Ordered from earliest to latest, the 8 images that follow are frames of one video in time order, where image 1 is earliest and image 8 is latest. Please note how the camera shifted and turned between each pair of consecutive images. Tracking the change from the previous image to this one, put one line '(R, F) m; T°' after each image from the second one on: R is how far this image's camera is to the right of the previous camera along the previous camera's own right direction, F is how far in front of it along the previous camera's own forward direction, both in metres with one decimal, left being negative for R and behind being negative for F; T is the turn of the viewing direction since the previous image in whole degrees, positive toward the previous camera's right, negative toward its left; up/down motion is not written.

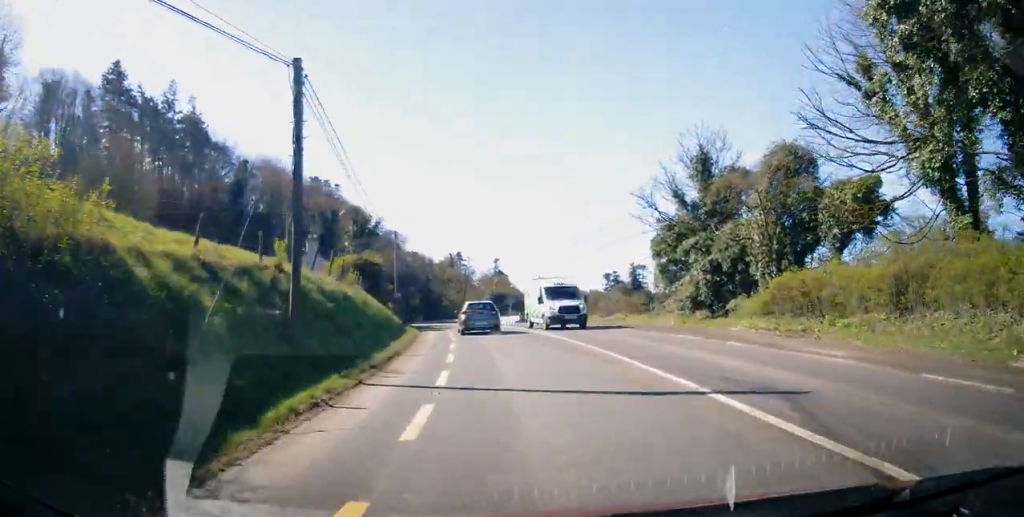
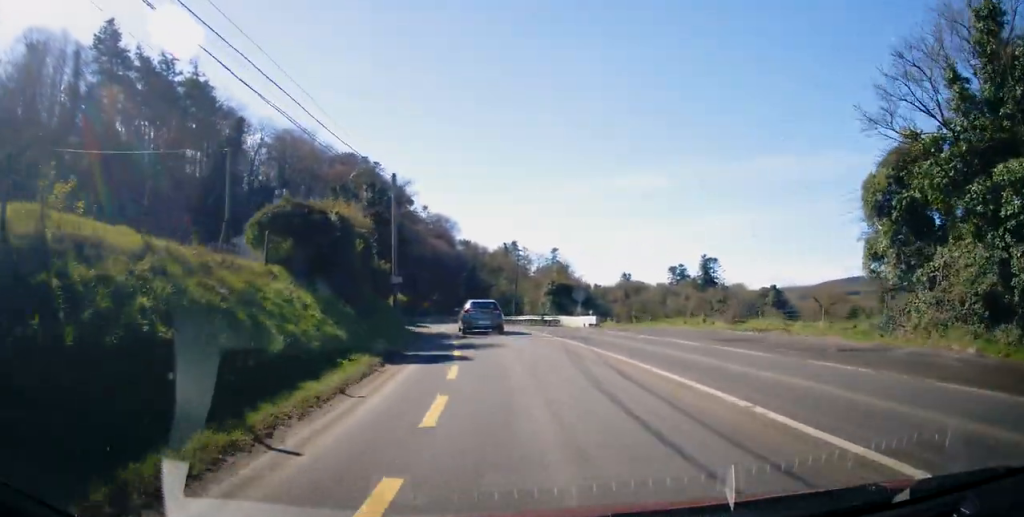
(0.0, +19.3) m; 0°
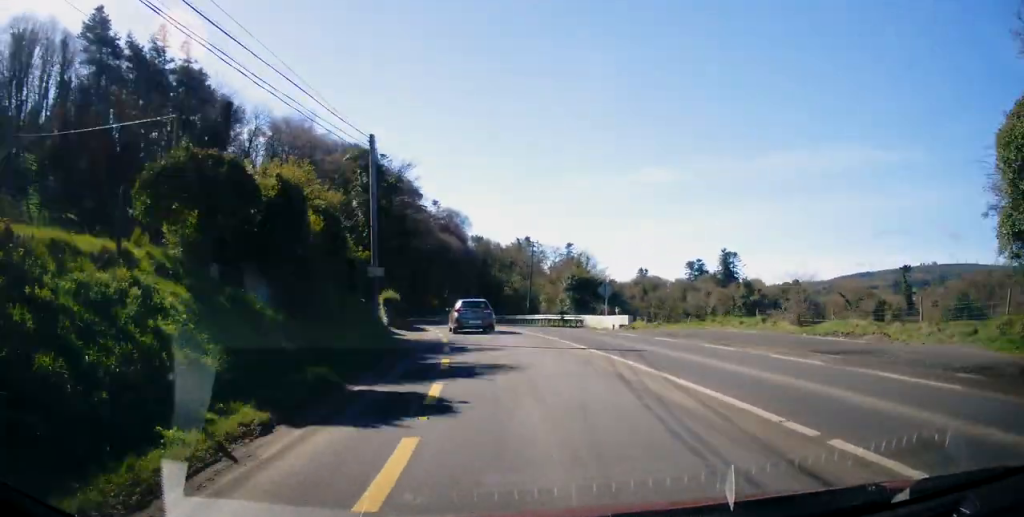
(0.0, +6.5) m; 0°
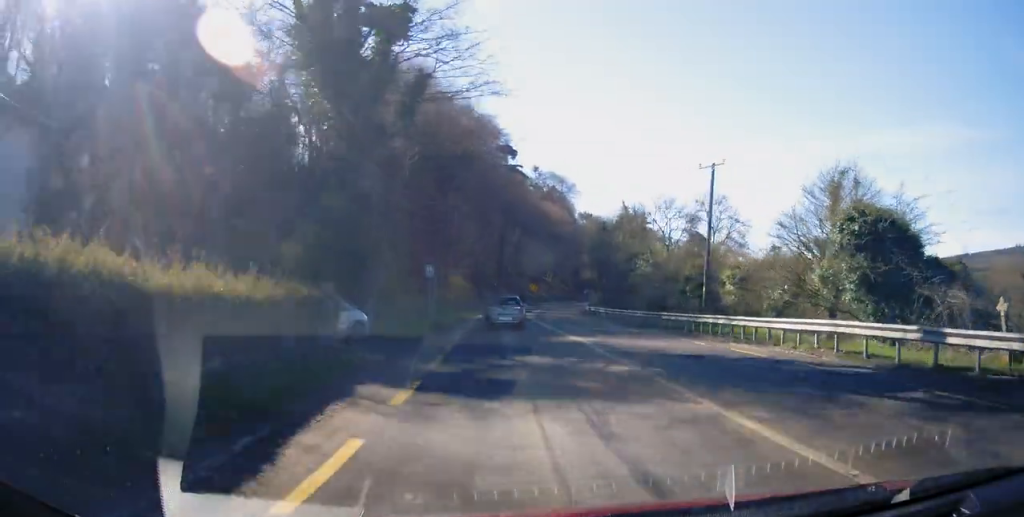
(0.0, +32.1) m; -3°
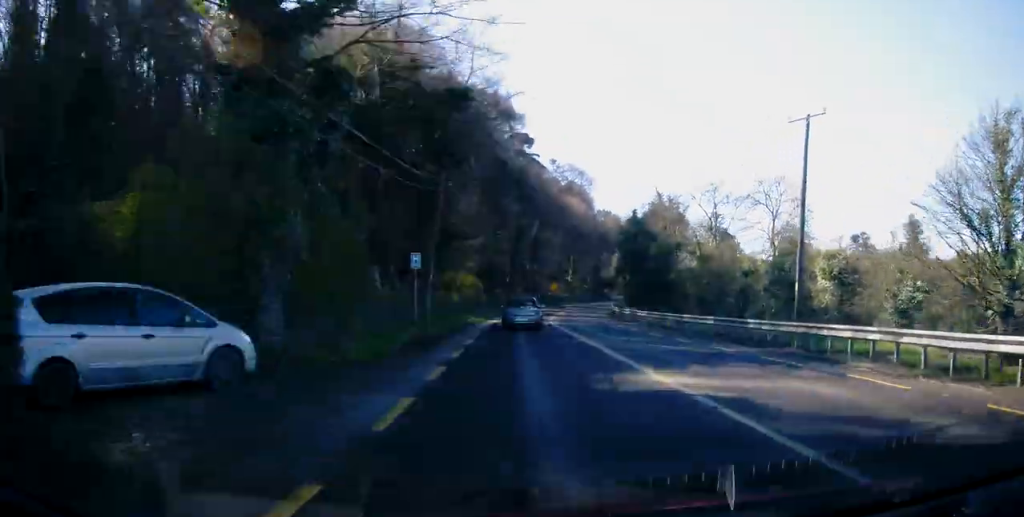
(0.0, +9.6) m; -4°
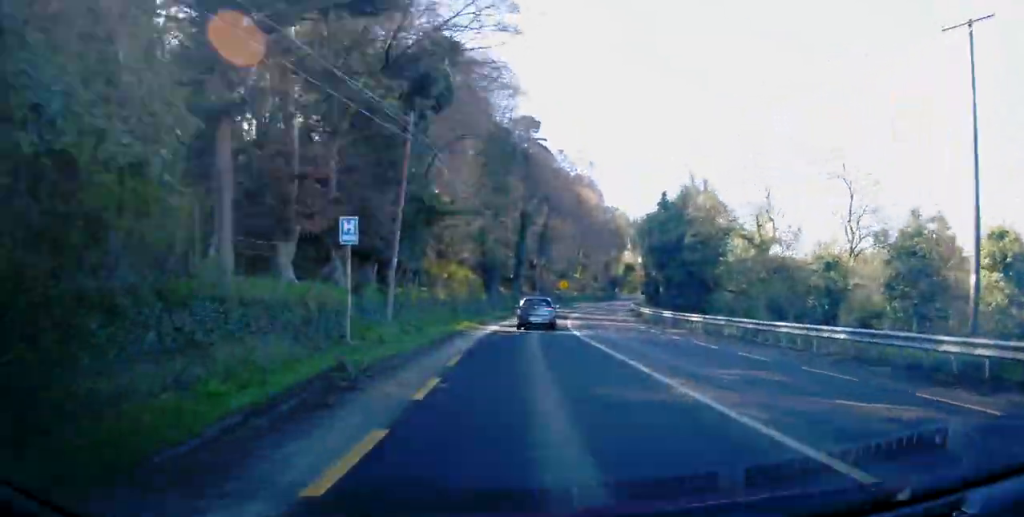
(-0.7, +10.1) m; -5°
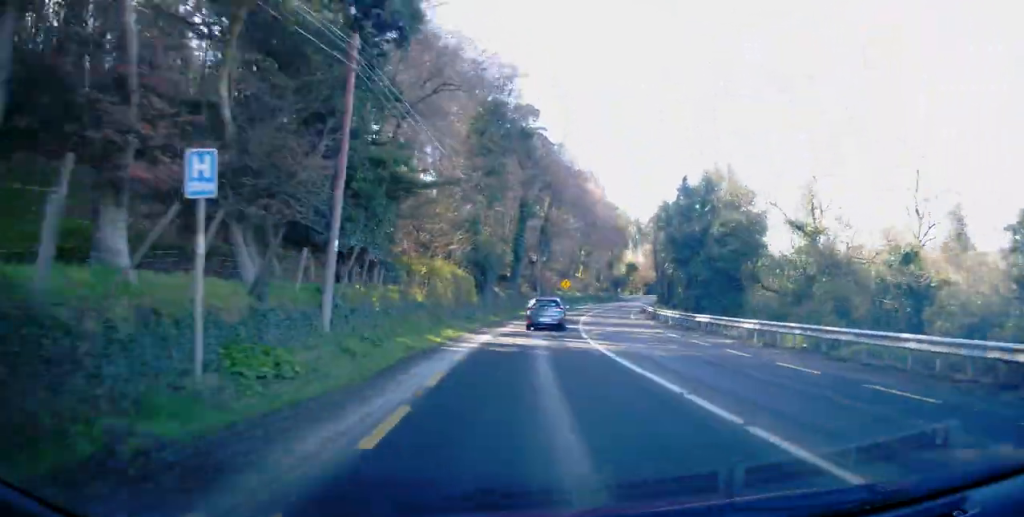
(-0.2, +6.6) m; 0°
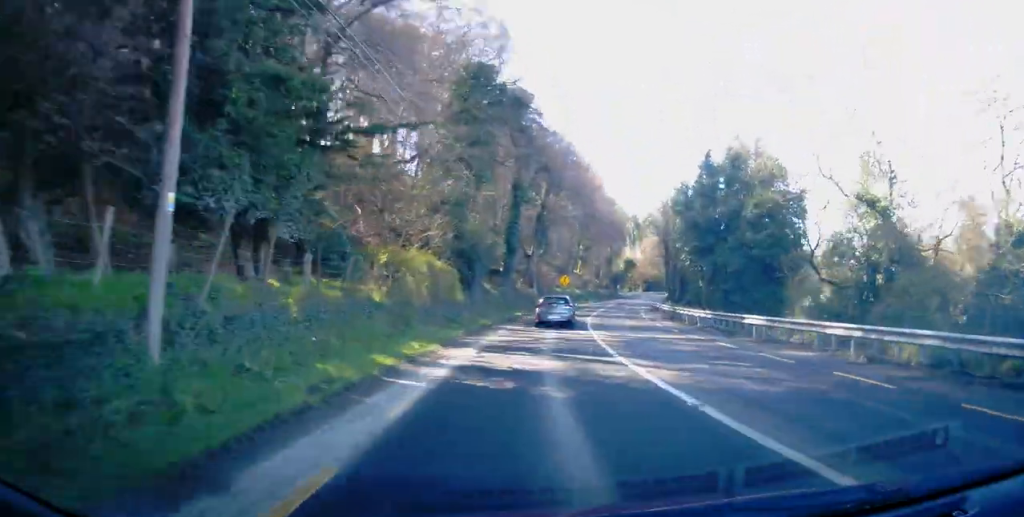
(-0.2, +6.6) m; +1°
